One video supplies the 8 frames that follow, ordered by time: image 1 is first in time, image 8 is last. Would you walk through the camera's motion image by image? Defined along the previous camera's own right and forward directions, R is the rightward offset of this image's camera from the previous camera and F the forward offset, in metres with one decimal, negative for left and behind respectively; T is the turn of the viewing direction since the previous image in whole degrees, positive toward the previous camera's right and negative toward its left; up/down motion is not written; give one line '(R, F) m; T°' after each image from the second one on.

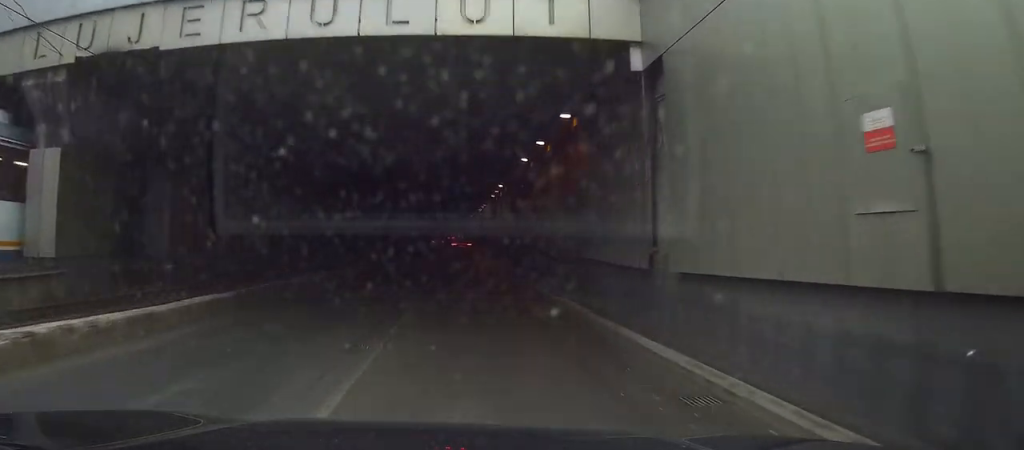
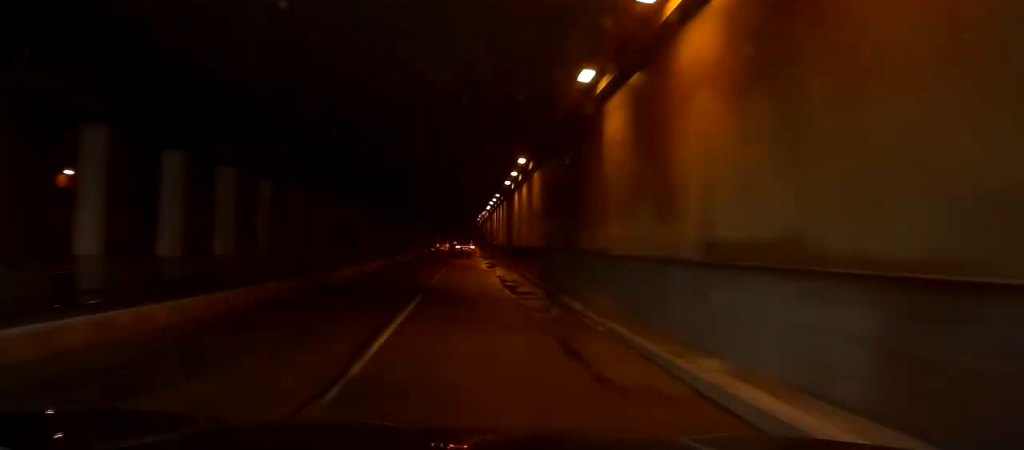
(-0.2, +14.4) m; 0°
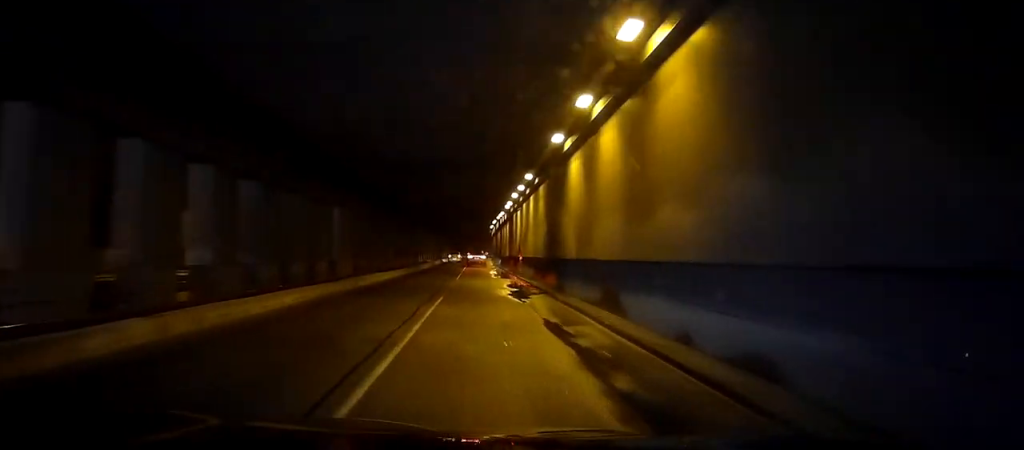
(0.0, +18.7) m; 0°
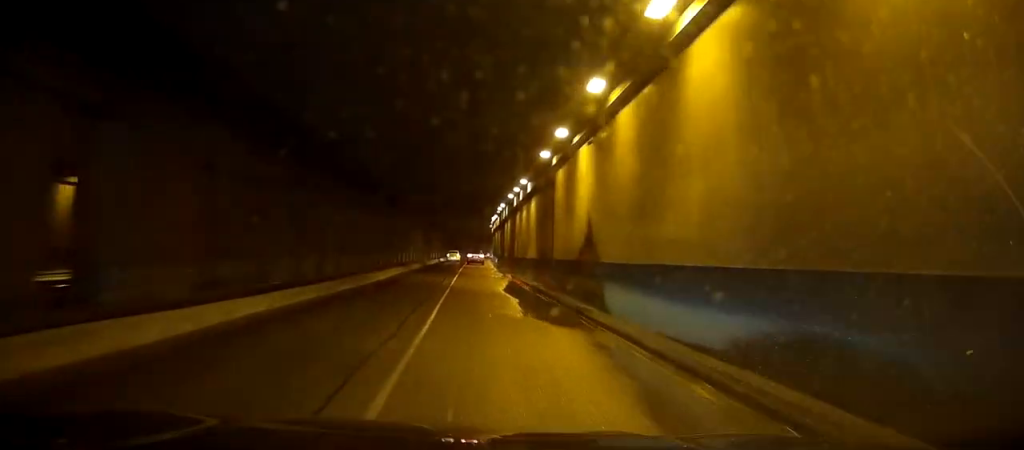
(+0.1, +25.8) m; +1°
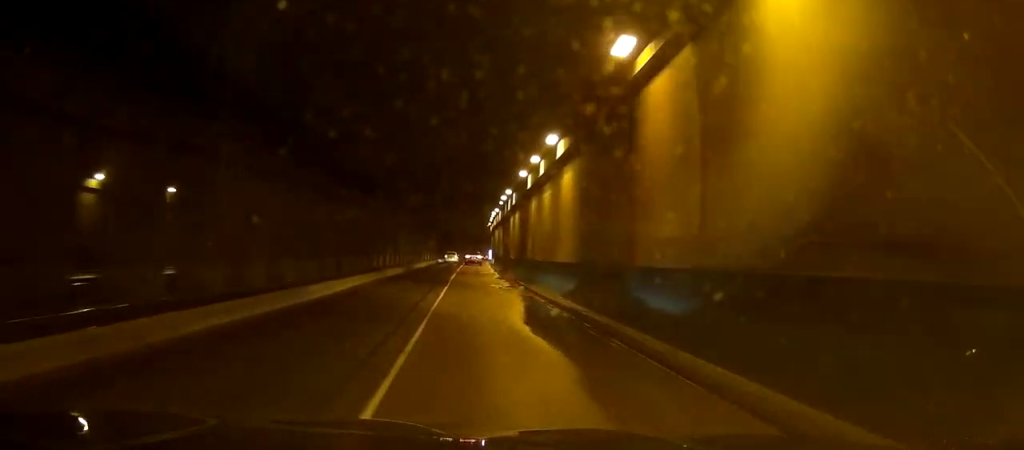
(0.0, +11.8) m; 0°
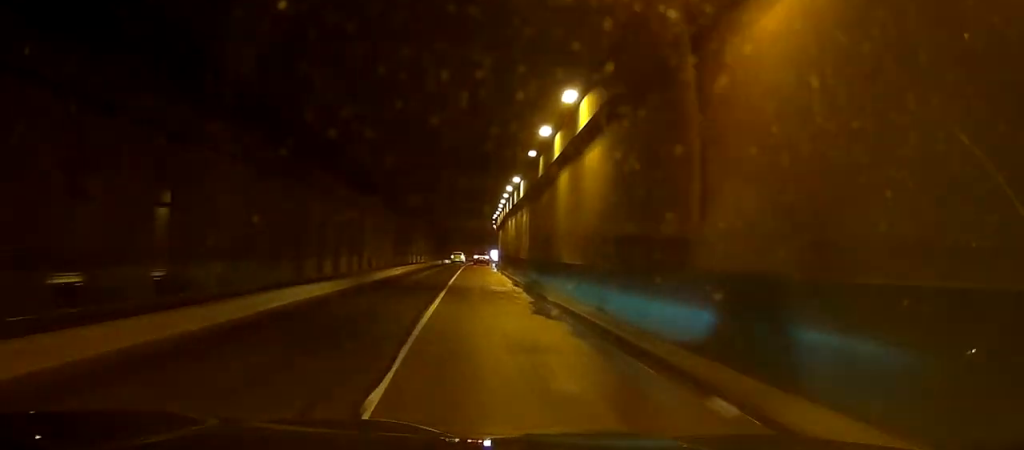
(0.0, +22.1) m; 0°
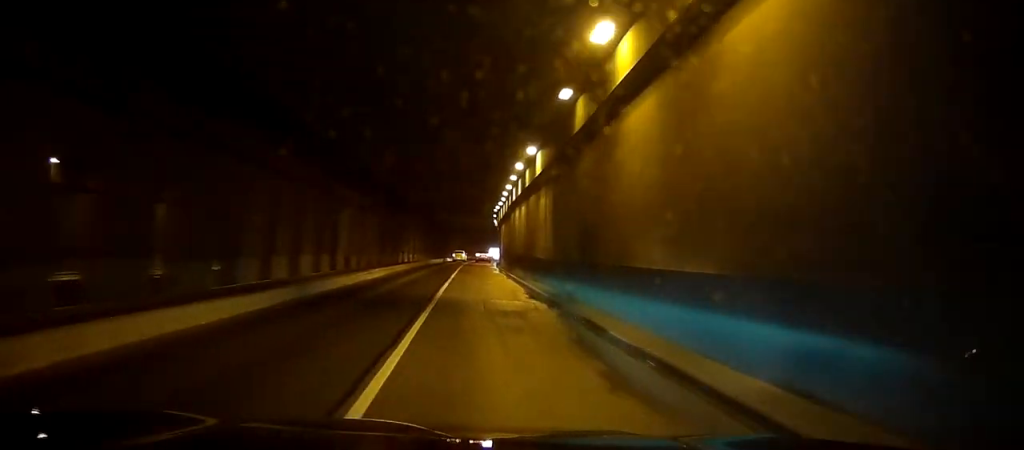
(0.0, +8.4) m; 0°
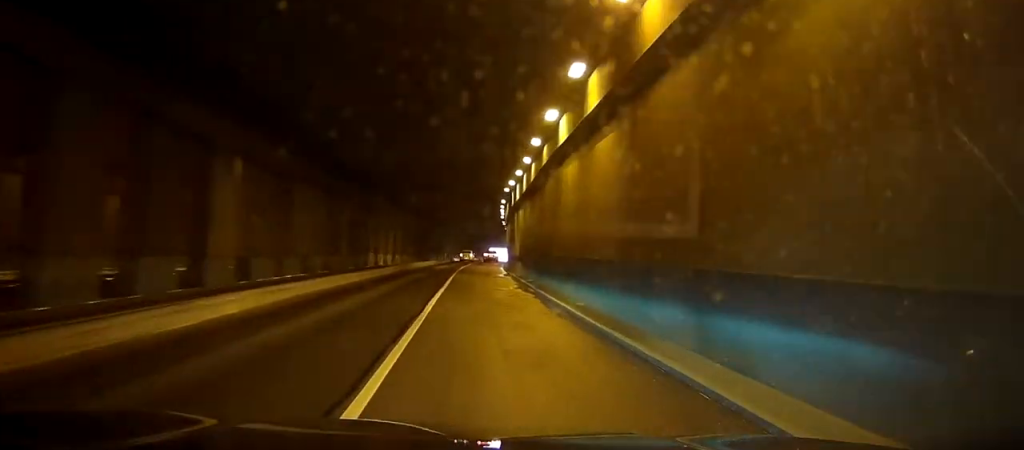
(+0.1, +18.8) m; 0°
